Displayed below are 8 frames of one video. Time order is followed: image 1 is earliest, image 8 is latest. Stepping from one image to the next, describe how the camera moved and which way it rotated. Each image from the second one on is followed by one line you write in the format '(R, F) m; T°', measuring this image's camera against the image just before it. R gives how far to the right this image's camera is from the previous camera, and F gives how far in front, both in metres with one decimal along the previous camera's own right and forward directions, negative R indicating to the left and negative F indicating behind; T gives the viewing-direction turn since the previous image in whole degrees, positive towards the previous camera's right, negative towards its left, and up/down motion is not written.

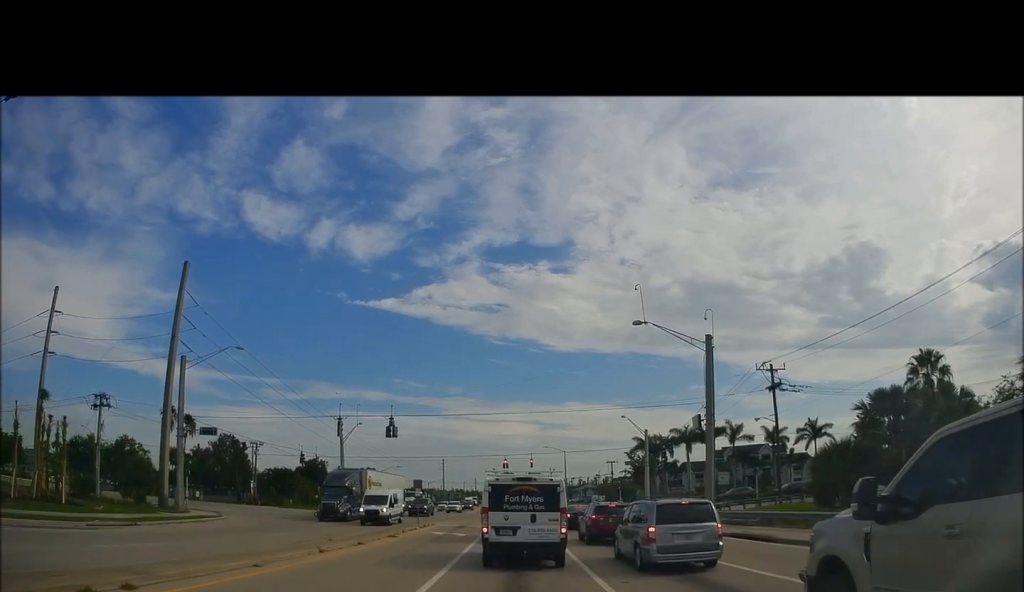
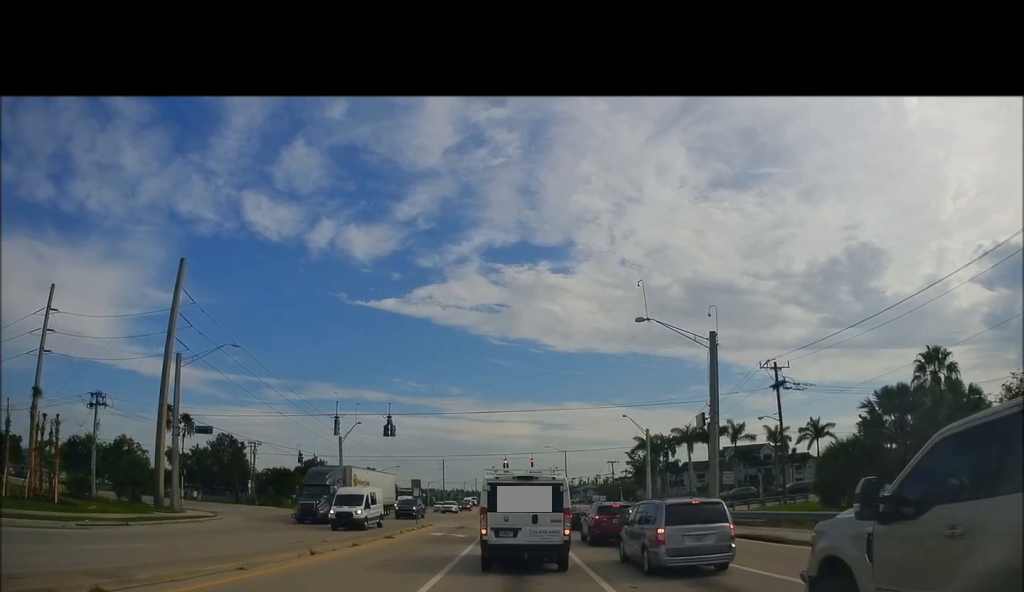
(0.0, +0.8) m; 0°
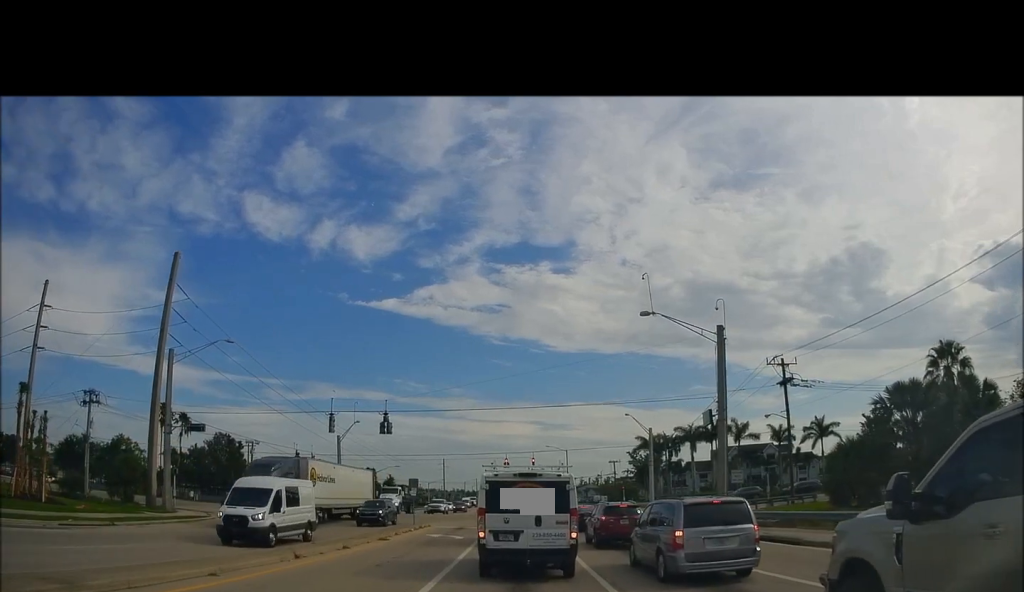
(0.0, +1.3) m; 0°
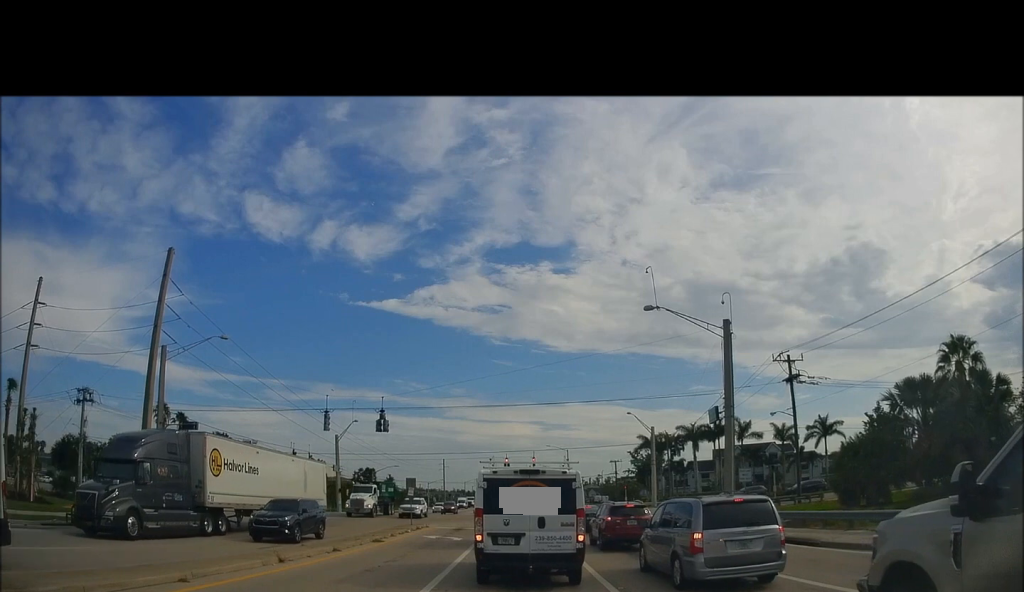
(0.0, +1.3) m; 0°
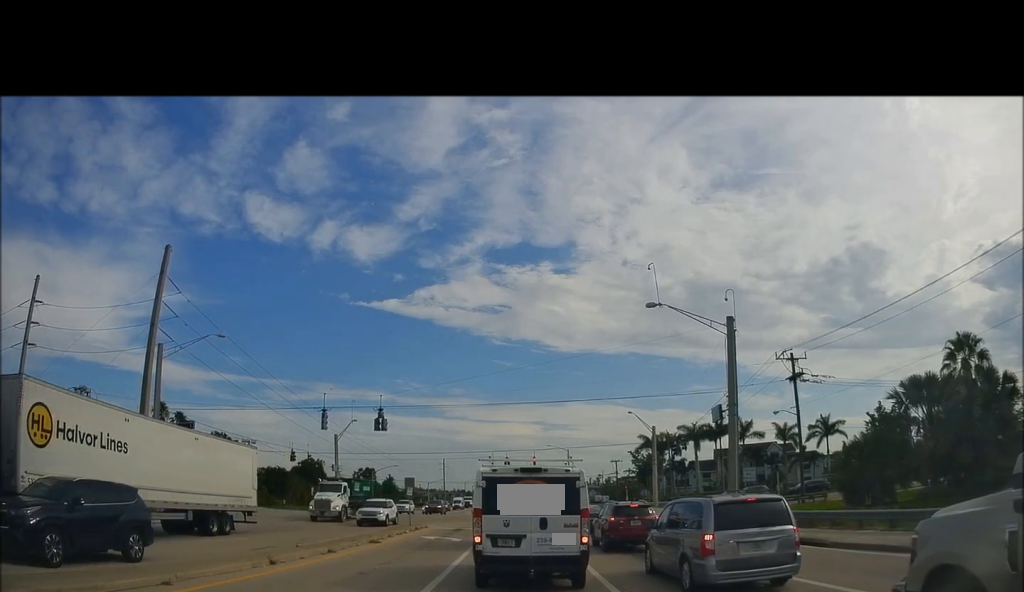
(0.0, +0.8) m; 0°
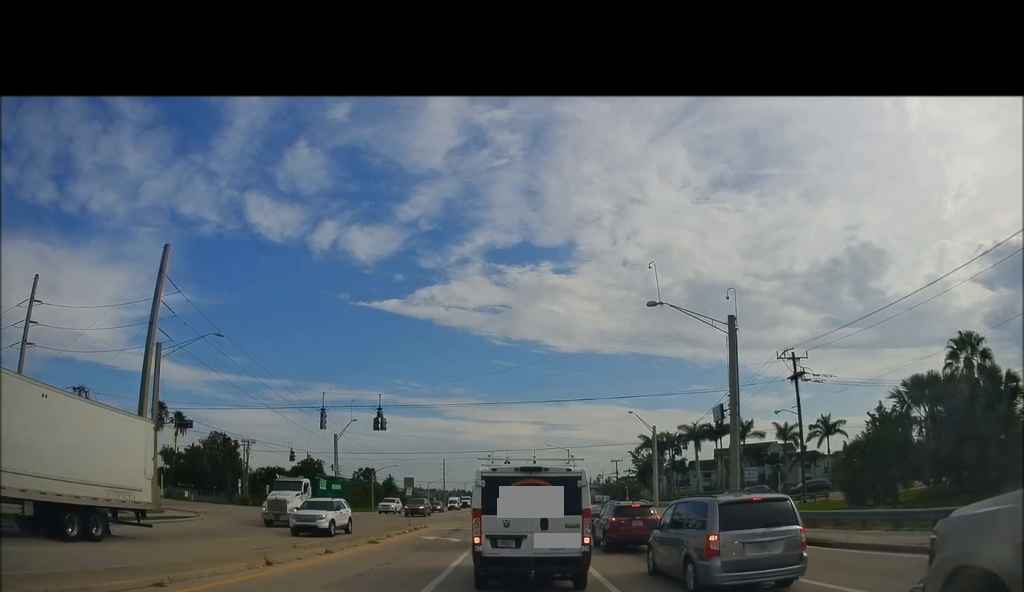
(0.0, +0.4) m; 0°
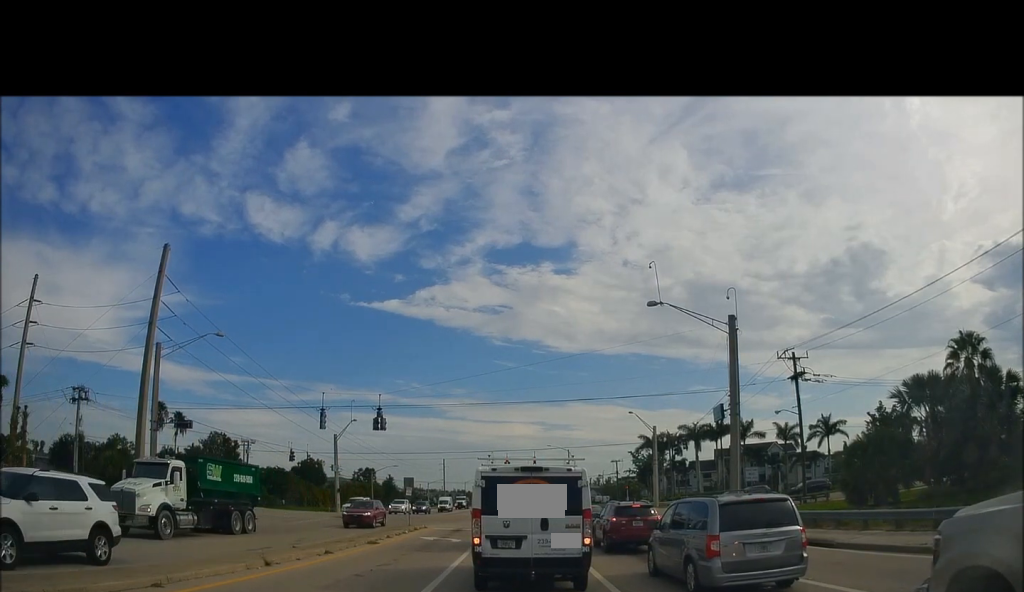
(0.0, +0.2) m; 0°
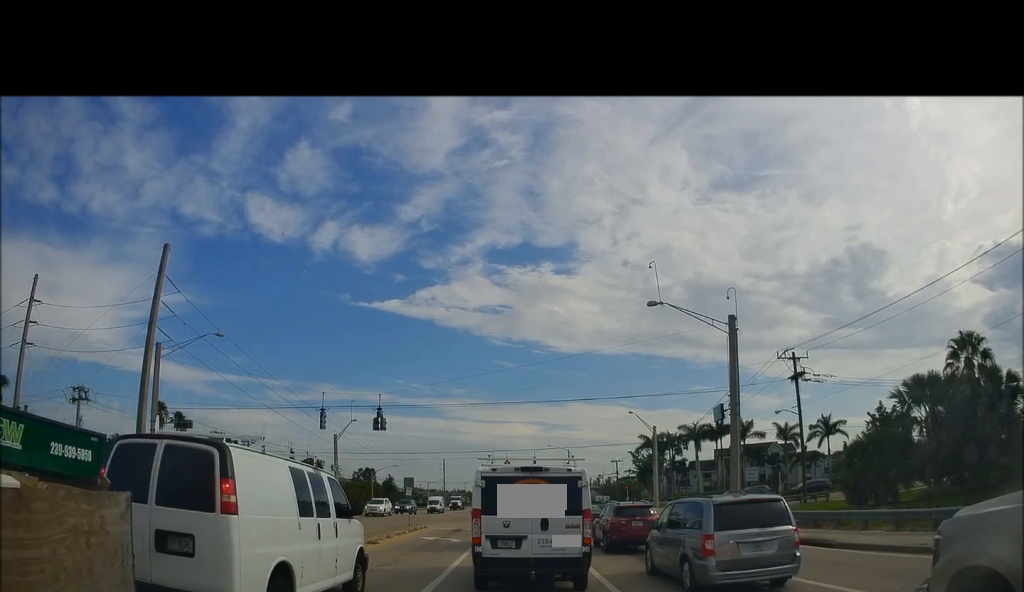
(0.0, 0.0) m; 0°
